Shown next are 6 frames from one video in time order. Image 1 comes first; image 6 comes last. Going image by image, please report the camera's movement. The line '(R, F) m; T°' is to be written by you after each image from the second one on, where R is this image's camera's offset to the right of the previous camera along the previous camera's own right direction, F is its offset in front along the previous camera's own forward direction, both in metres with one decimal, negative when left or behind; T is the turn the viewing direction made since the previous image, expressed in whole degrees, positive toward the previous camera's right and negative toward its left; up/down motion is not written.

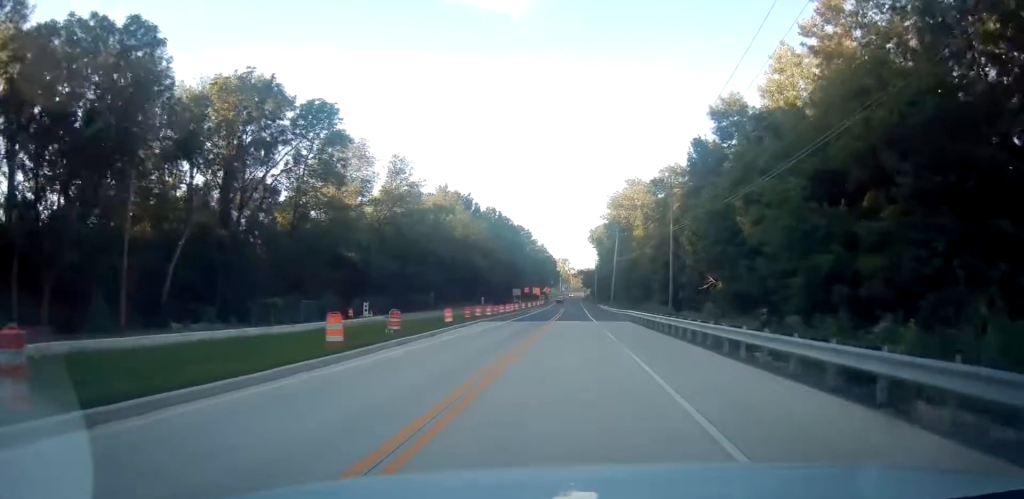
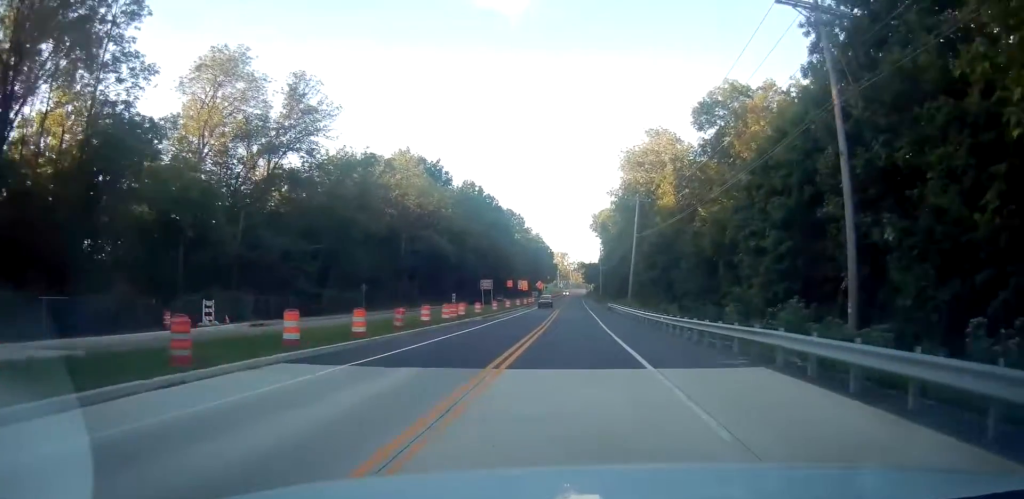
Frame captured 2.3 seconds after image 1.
(-1.5, +30.1) m; -3°
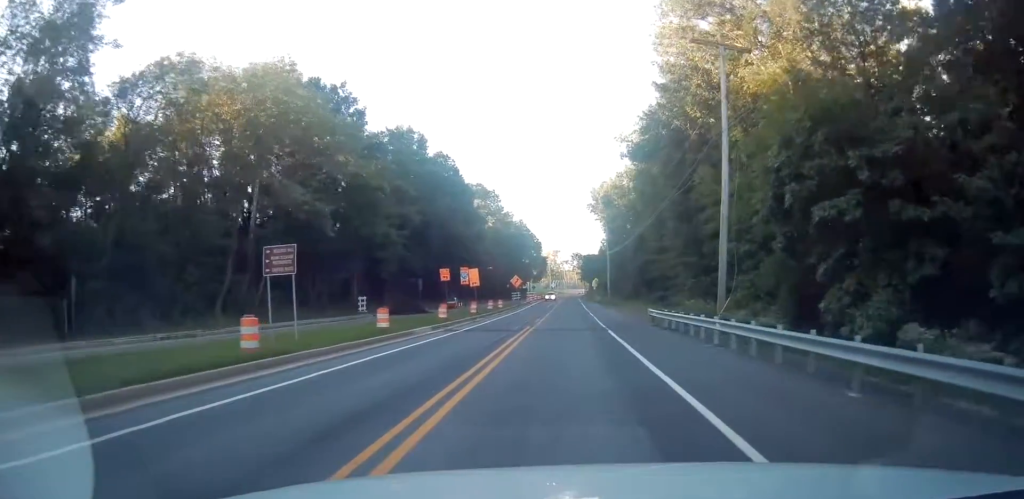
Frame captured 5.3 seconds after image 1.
(+0.9, +42.3) m; +2°
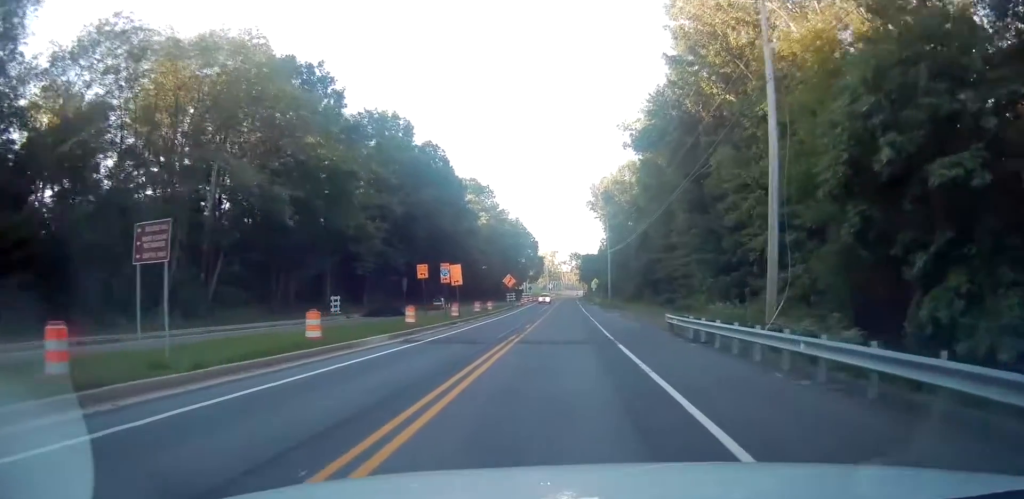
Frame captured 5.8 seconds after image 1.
(0.0, +6.5) m; +1°
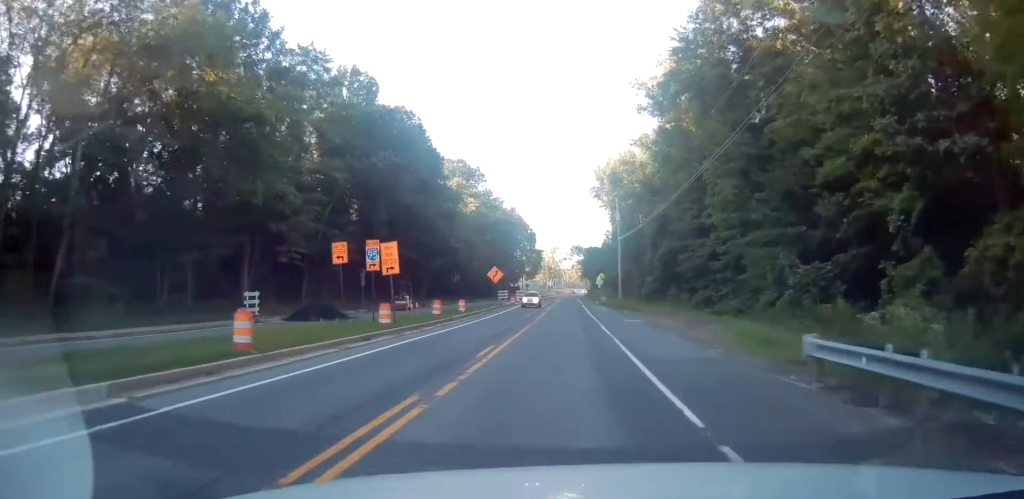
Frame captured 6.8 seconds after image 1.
(+0.2, +14.8) m; 0°
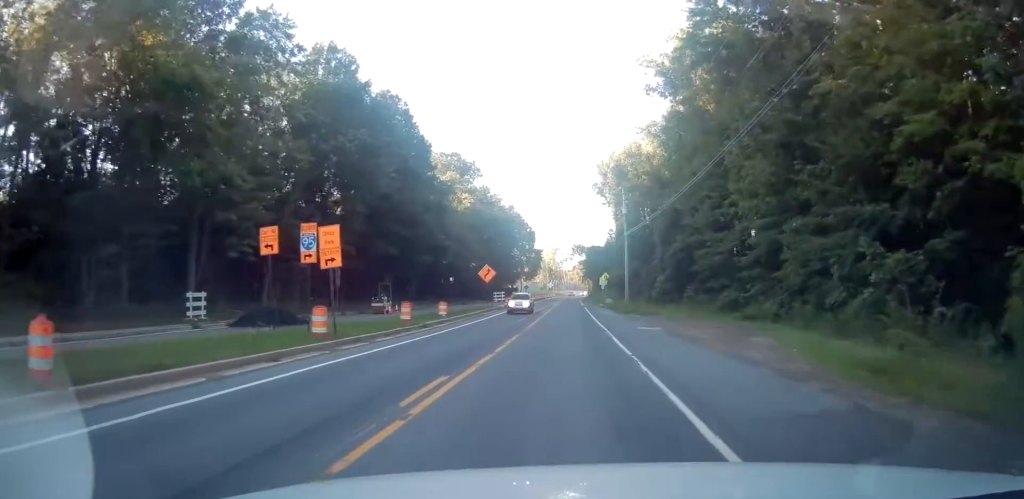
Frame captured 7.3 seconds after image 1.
(0.0, +6.5) m; 0°
